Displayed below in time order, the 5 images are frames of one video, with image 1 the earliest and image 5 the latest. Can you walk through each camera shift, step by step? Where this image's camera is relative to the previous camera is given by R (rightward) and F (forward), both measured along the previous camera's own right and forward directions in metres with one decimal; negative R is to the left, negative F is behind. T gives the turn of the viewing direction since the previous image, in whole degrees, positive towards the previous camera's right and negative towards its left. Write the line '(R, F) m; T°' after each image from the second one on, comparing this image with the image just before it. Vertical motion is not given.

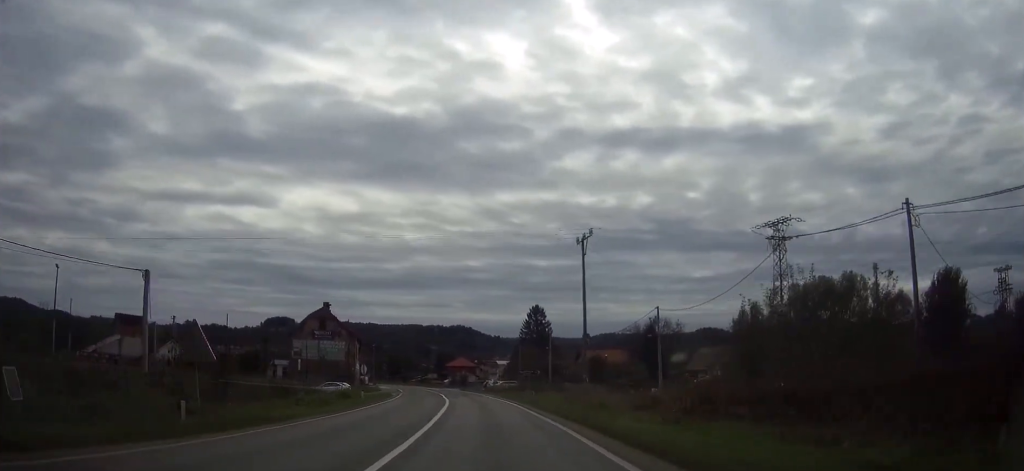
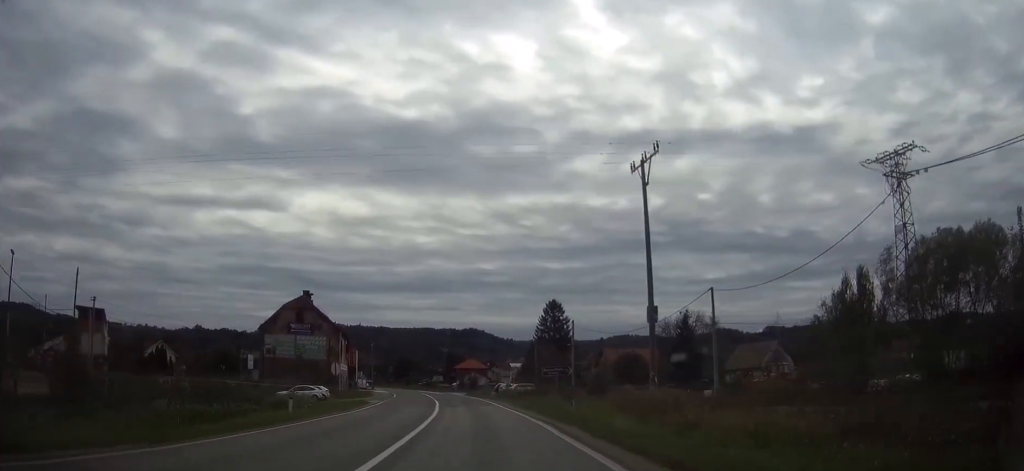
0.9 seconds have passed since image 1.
(-0.2, +16.0) m; -1°
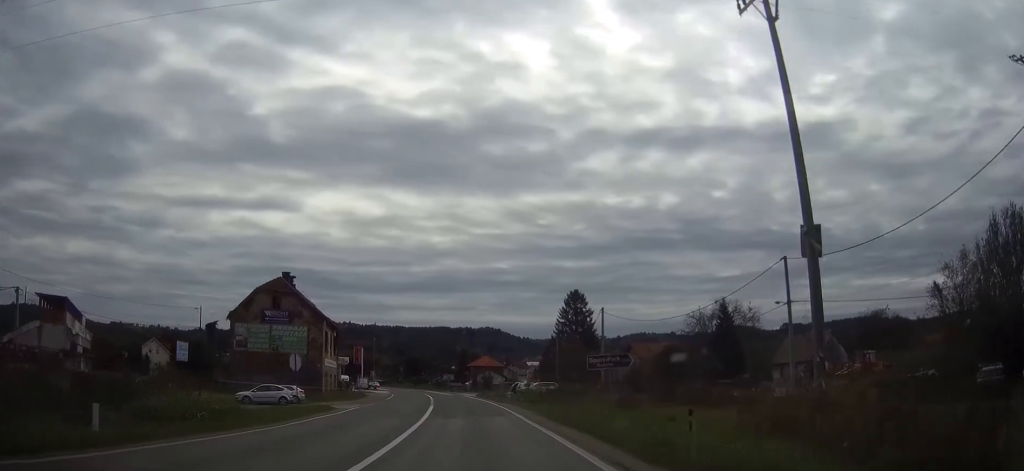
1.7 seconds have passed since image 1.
(-0.1, +13.4) m; -1°
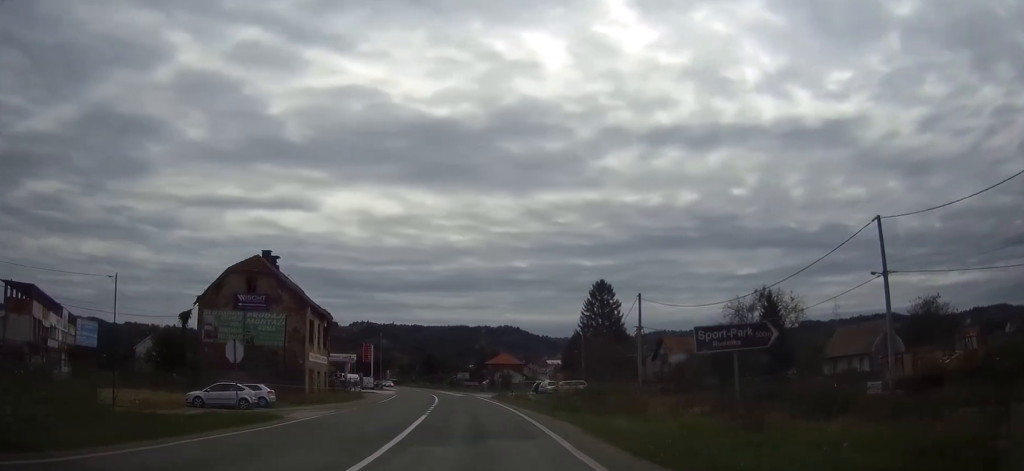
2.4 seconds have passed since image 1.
(-0.1, +11.2) m; -1°
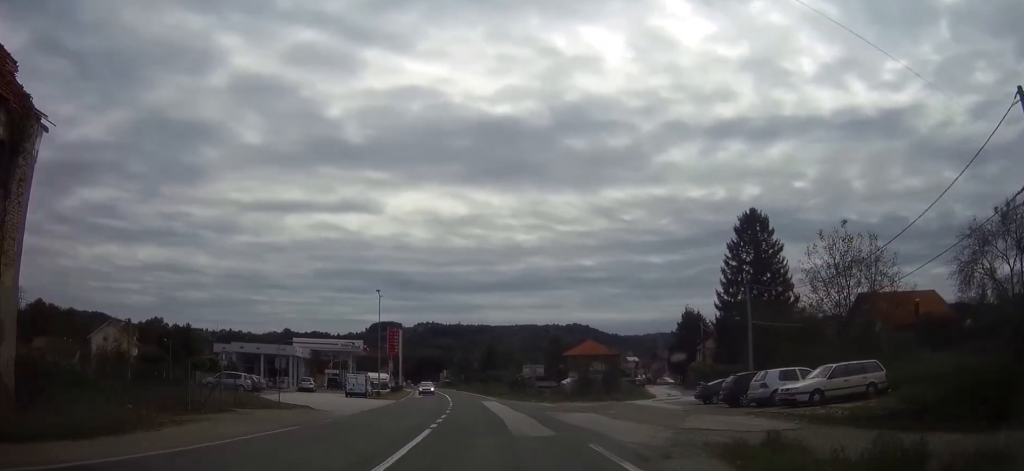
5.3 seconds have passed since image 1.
(-2.7, +49.1) m; -6°
